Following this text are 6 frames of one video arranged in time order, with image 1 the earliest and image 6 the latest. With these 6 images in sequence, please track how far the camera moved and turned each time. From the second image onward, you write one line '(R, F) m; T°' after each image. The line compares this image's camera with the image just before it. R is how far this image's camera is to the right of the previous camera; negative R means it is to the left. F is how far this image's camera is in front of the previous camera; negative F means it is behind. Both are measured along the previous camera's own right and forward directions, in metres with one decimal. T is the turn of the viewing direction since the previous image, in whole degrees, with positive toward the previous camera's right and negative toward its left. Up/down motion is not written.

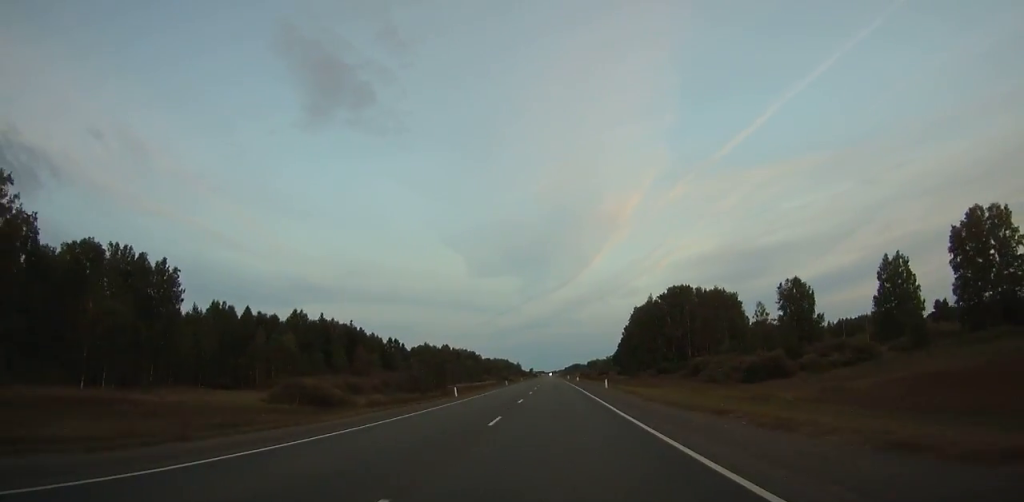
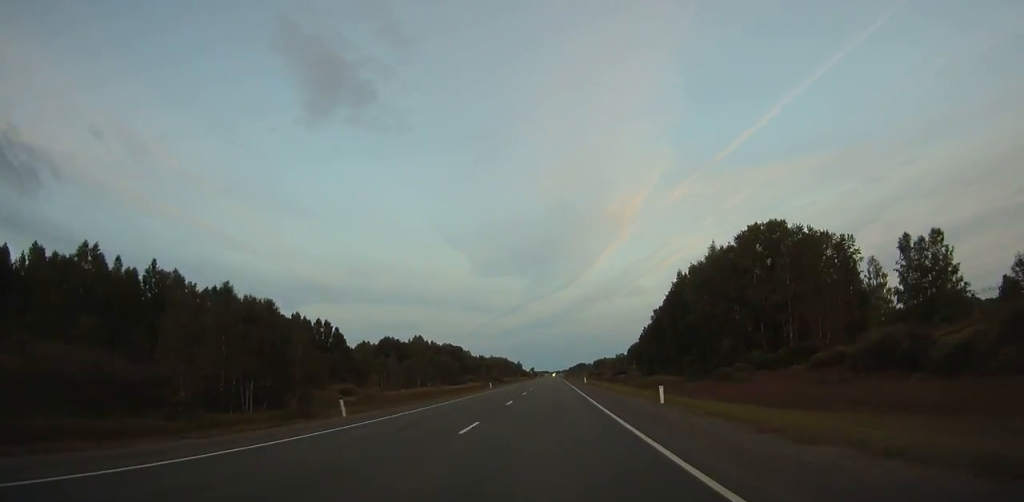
(-0.7, +73.4) m; 0°
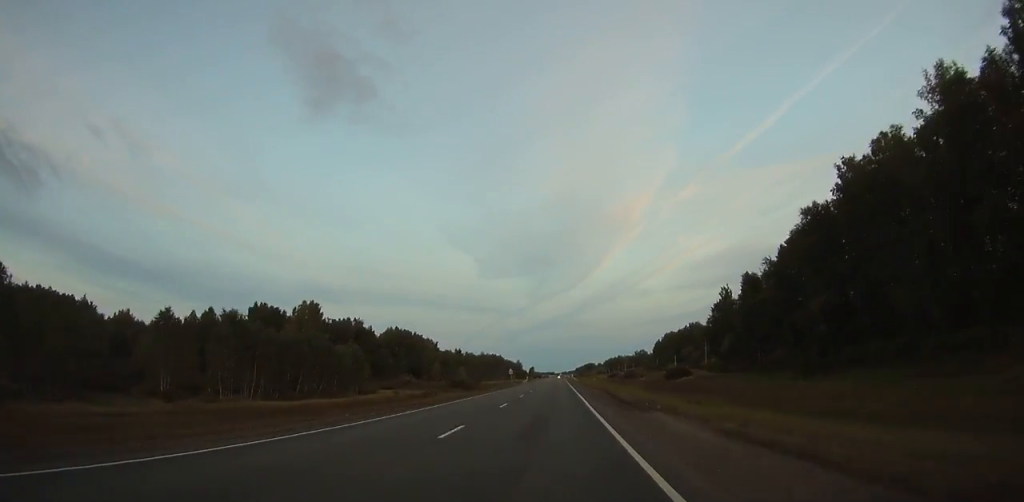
(0.0, +119.2) m; 0°
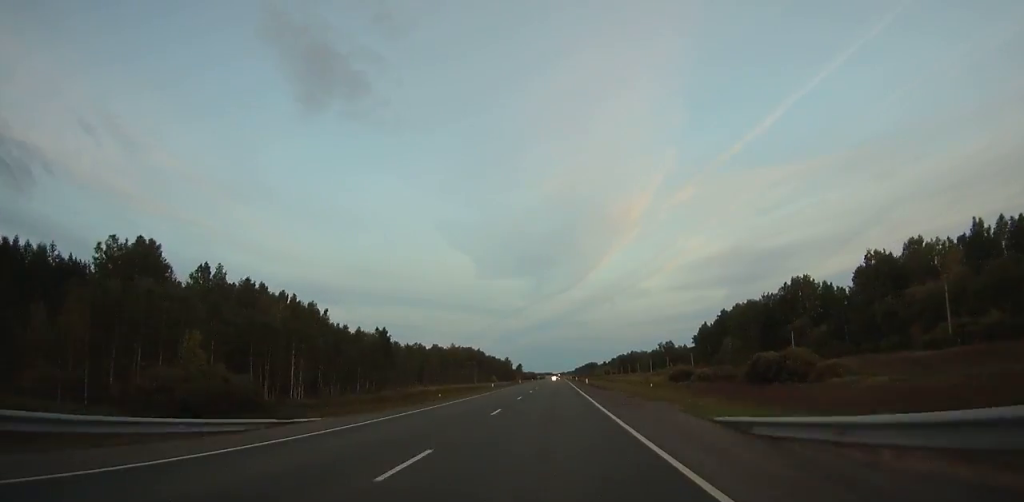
(-1.0, +133.5) m; 0°
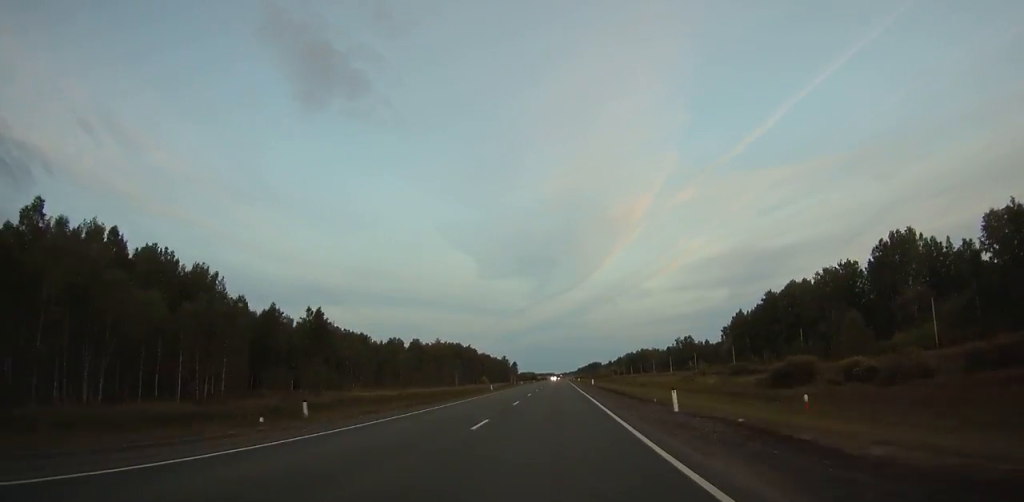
(+0.2, +52.4) m; 0°
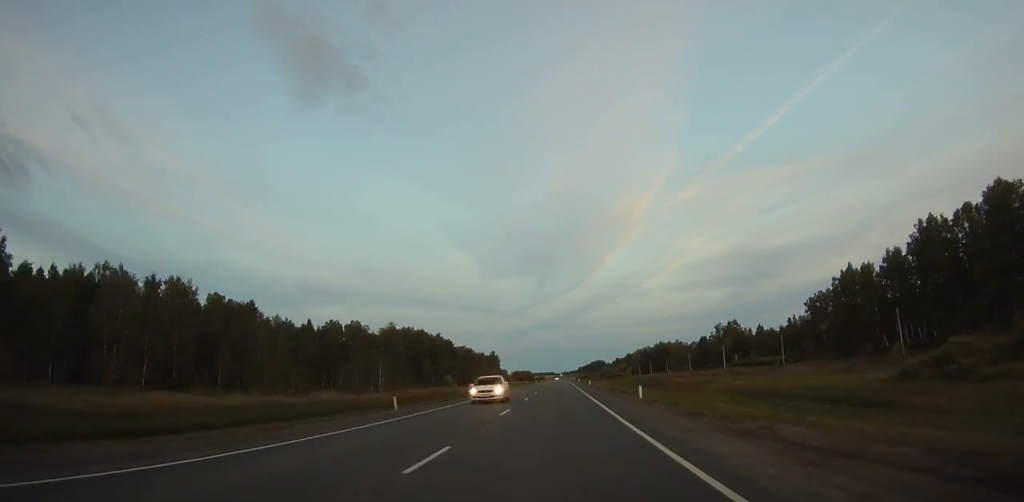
(-0.1, +90.7) m; 0°
